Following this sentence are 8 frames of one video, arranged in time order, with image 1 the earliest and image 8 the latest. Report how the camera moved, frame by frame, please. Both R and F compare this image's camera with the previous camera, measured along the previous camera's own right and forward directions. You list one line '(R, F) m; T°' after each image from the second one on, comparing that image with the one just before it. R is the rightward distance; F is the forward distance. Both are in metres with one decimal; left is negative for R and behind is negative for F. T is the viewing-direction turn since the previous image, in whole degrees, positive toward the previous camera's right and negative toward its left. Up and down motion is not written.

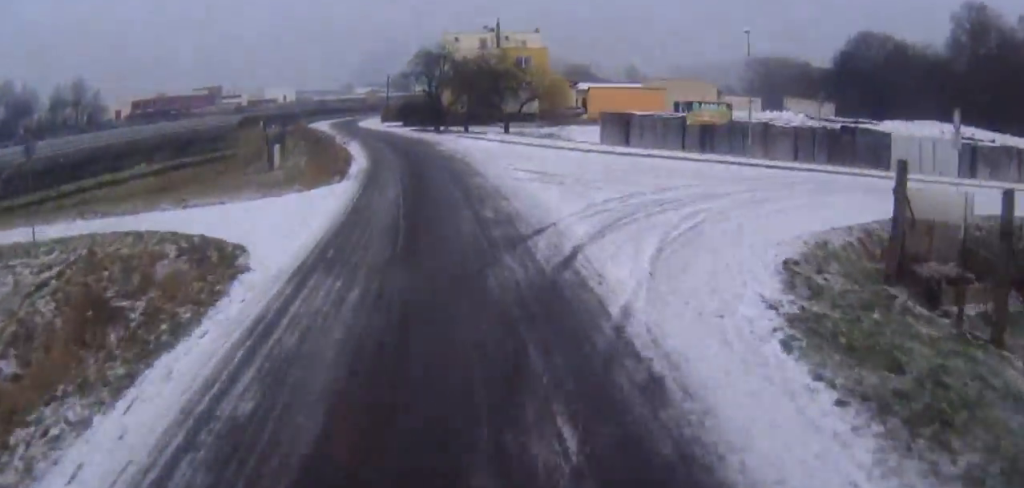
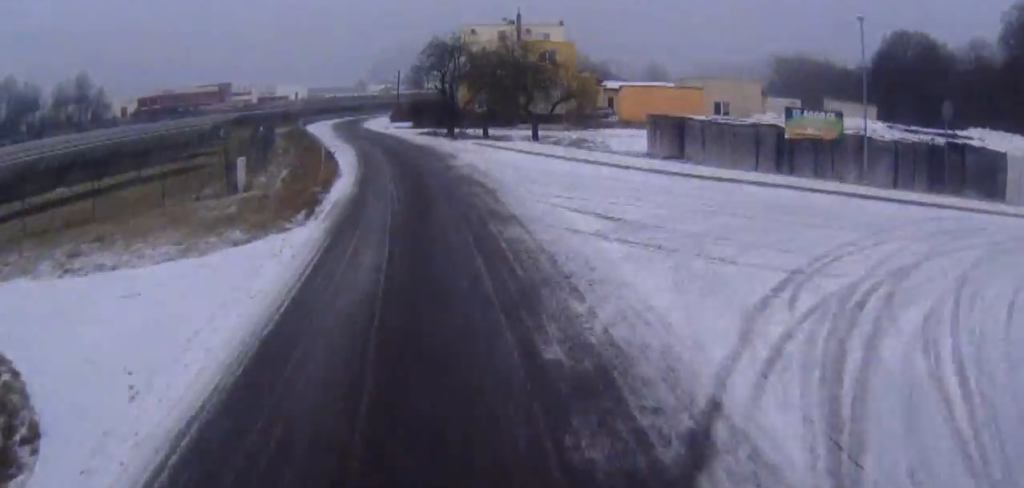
(0.0, +9.0) m; 0°
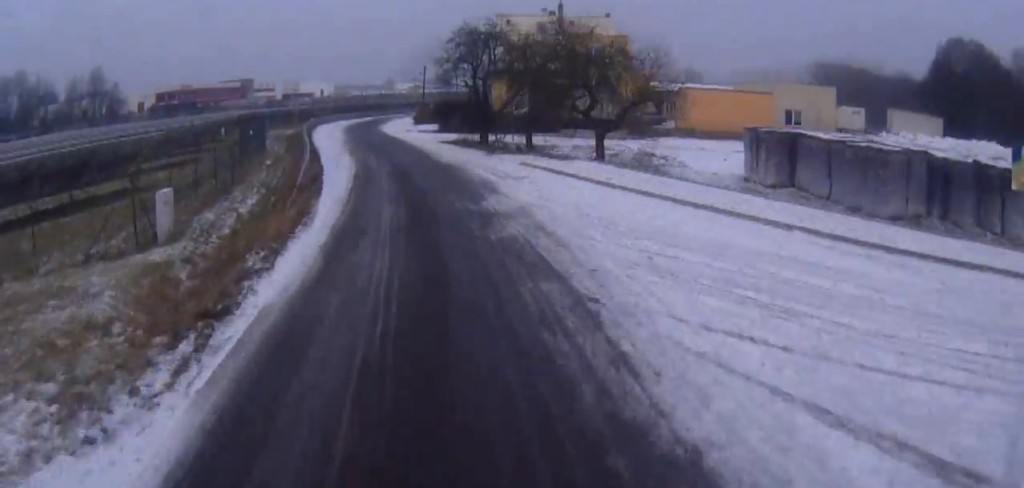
(0.0, +10.6) m; -2°
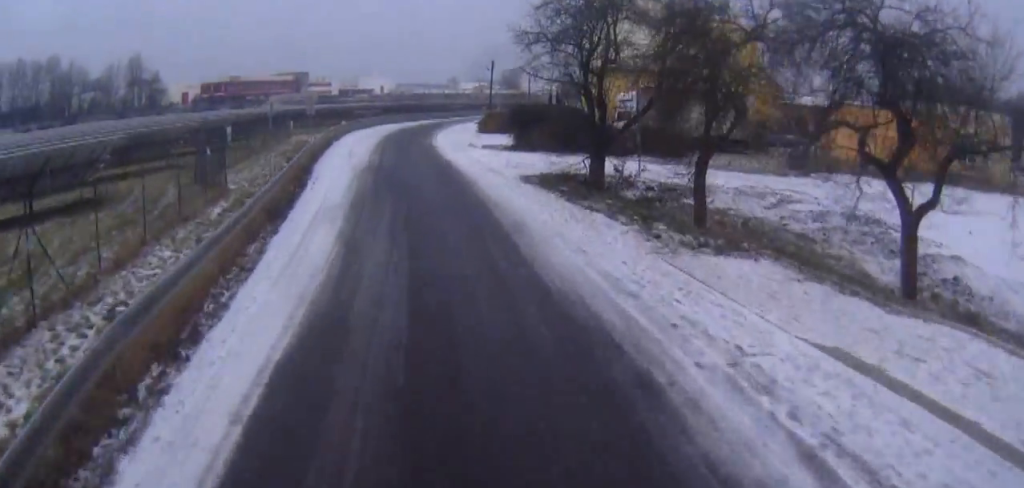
(-0.6, +18.4) m; -5°
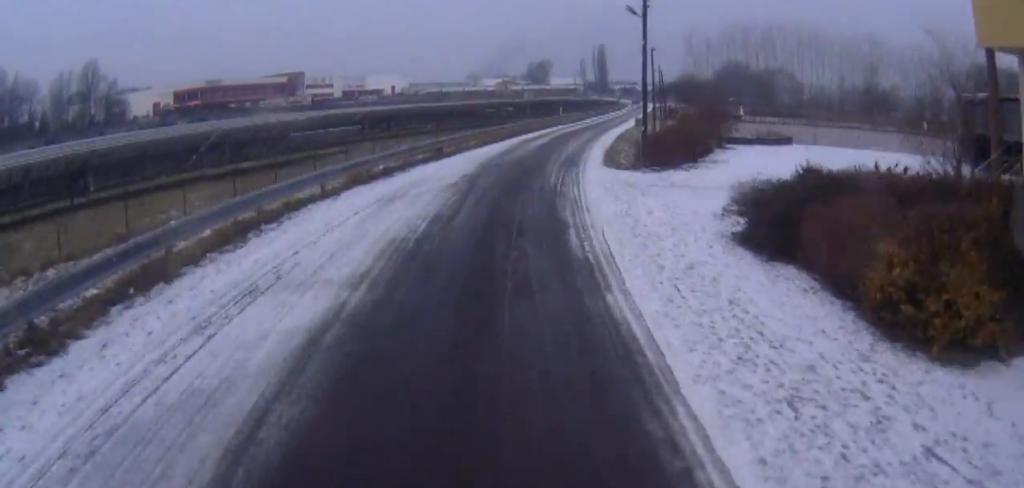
(-4.3, +53.7) m; -4°
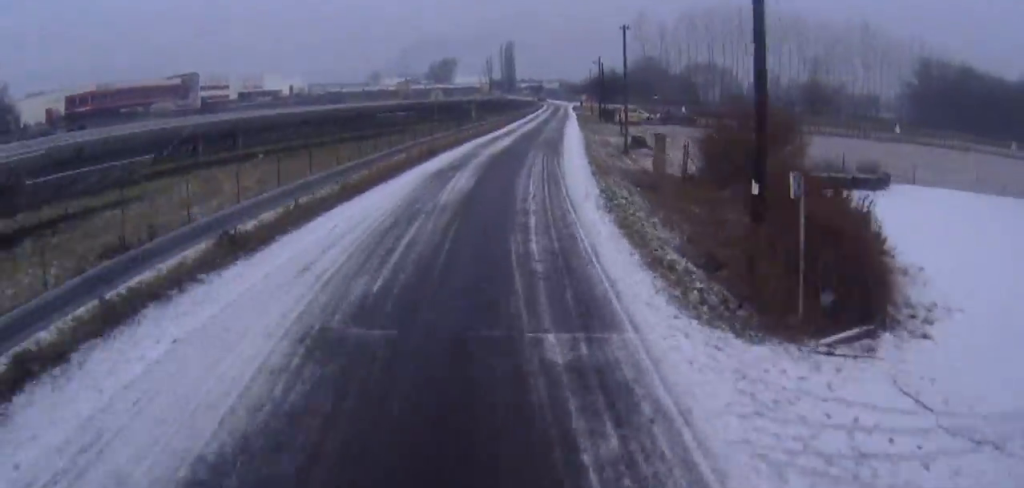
(+0.4, +19.4) m; +5°
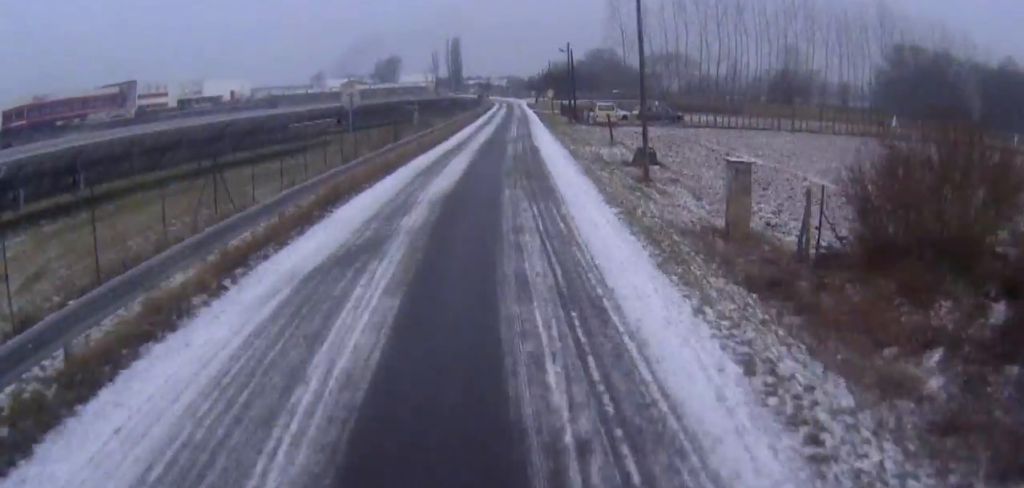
(+0.5, +13.0) m; +5°
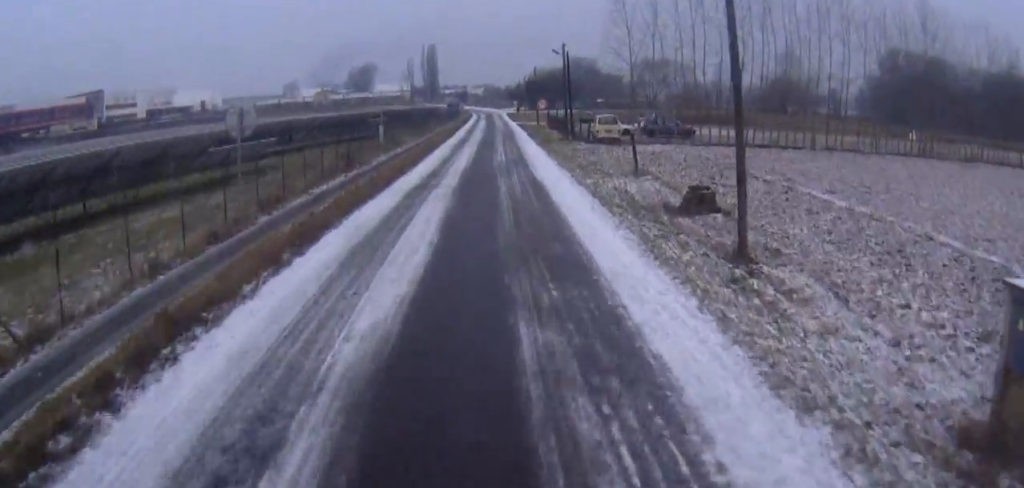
(+0.3, +10.4) m; +4°
